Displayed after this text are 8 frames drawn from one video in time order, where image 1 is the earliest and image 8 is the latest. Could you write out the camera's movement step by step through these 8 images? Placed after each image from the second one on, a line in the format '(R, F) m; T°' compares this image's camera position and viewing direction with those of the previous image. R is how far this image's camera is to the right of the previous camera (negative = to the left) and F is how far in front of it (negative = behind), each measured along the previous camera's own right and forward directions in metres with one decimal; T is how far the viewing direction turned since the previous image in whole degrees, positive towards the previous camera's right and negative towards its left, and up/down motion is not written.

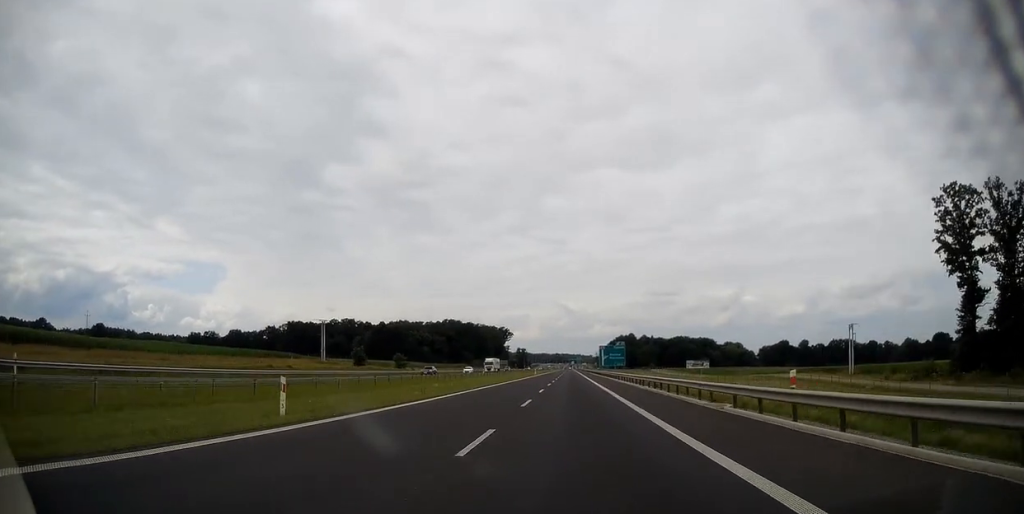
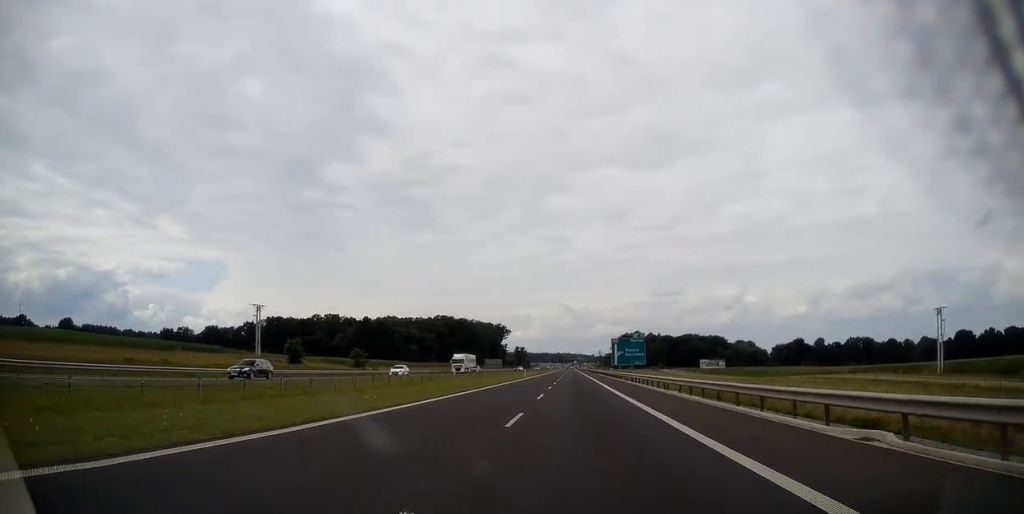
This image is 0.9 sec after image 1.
(-0.3, +30.4) m; 0°
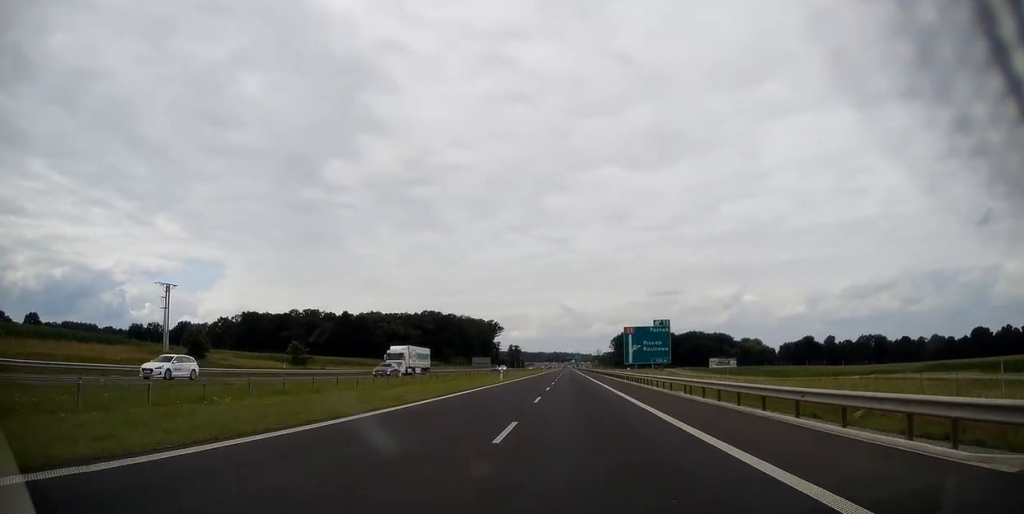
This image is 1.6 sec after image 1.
(0.0, +26.9) m; 0°
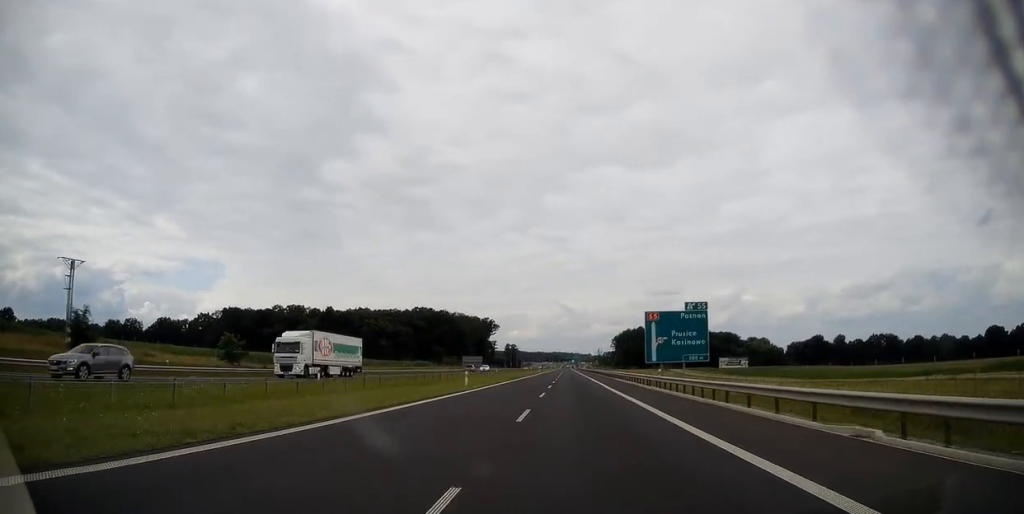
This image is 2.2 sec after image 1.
(0.0, +20.0) m; 0°
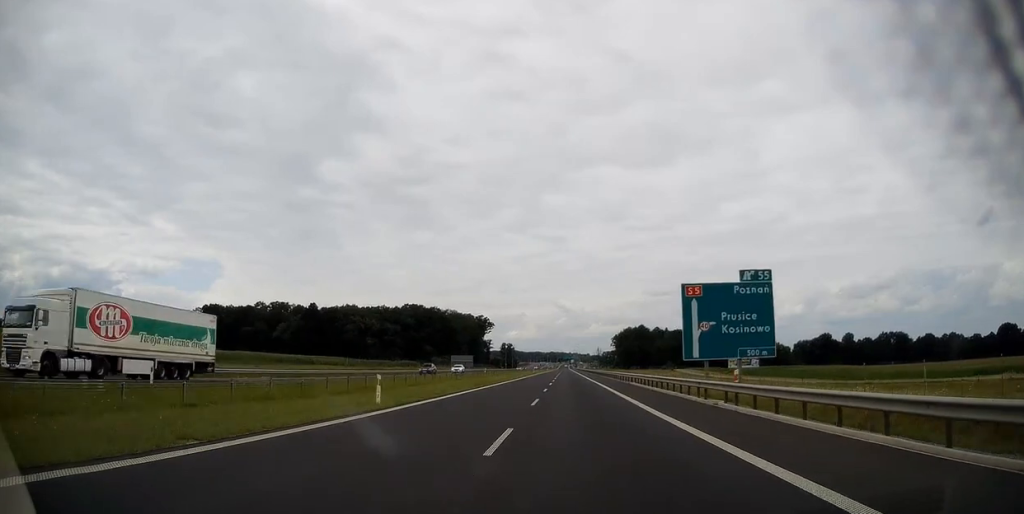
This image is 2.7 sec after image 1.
(0.0, +17.6) m; 0°
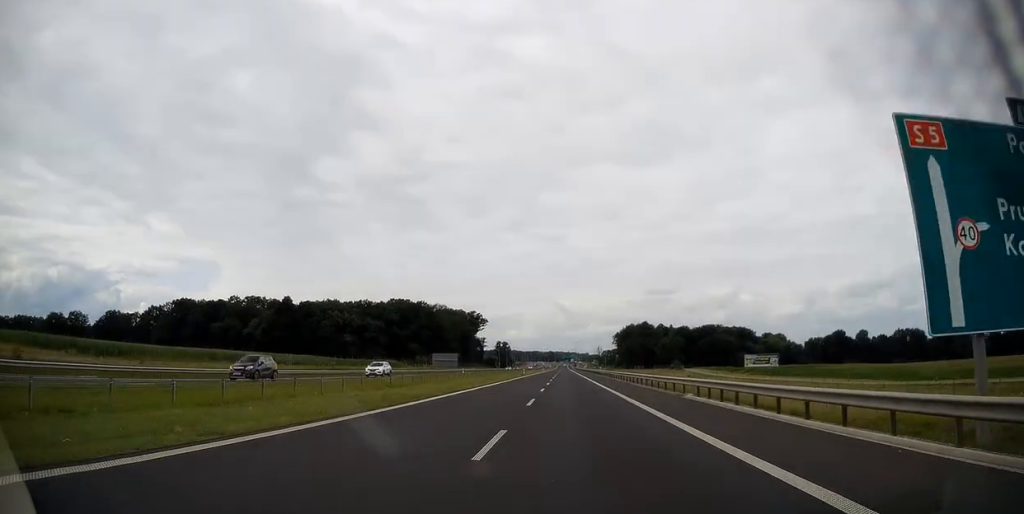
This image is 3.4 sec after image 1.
(+0.3, +24.7) m; 0°
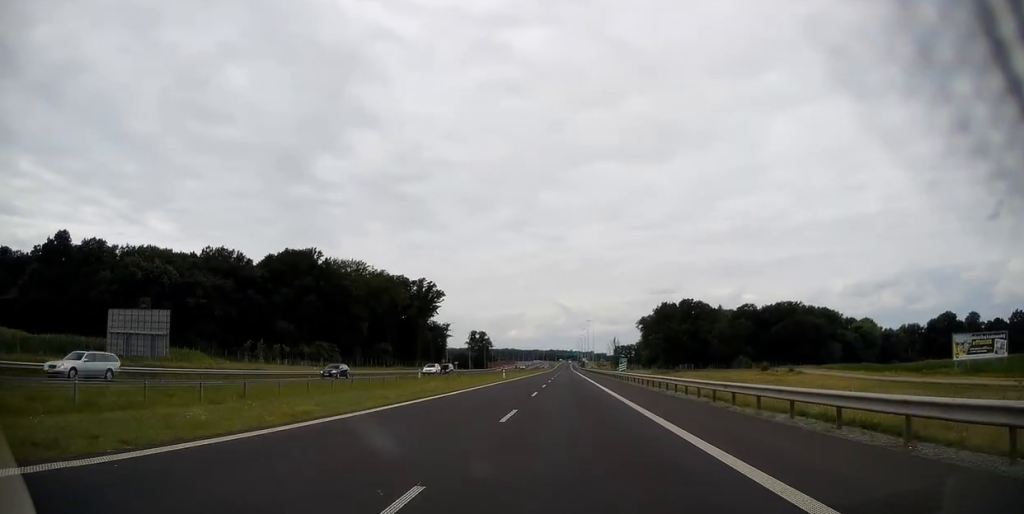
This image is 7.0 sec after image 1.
(-0.5, +125.6) m; 0°
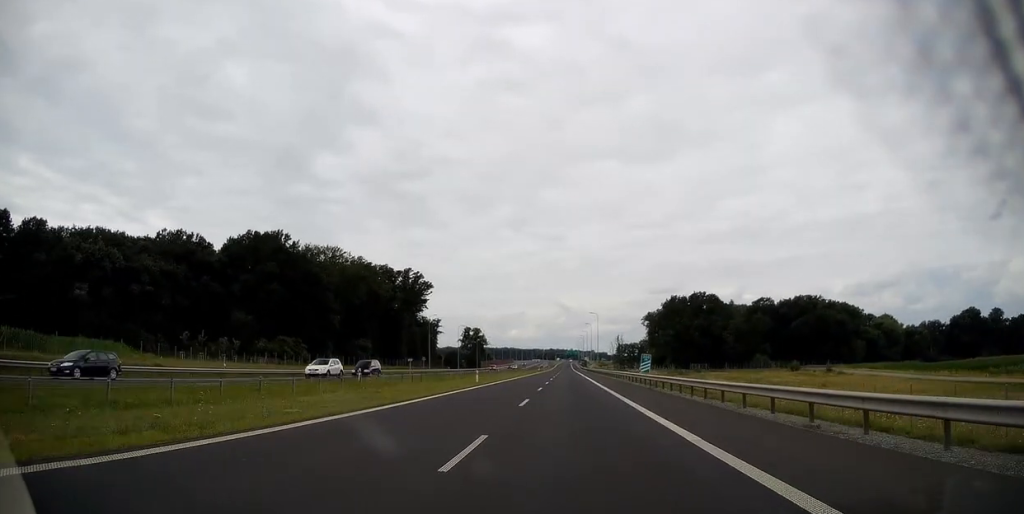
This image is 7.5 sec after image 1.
(-0.1, +19.9) m; 0°
